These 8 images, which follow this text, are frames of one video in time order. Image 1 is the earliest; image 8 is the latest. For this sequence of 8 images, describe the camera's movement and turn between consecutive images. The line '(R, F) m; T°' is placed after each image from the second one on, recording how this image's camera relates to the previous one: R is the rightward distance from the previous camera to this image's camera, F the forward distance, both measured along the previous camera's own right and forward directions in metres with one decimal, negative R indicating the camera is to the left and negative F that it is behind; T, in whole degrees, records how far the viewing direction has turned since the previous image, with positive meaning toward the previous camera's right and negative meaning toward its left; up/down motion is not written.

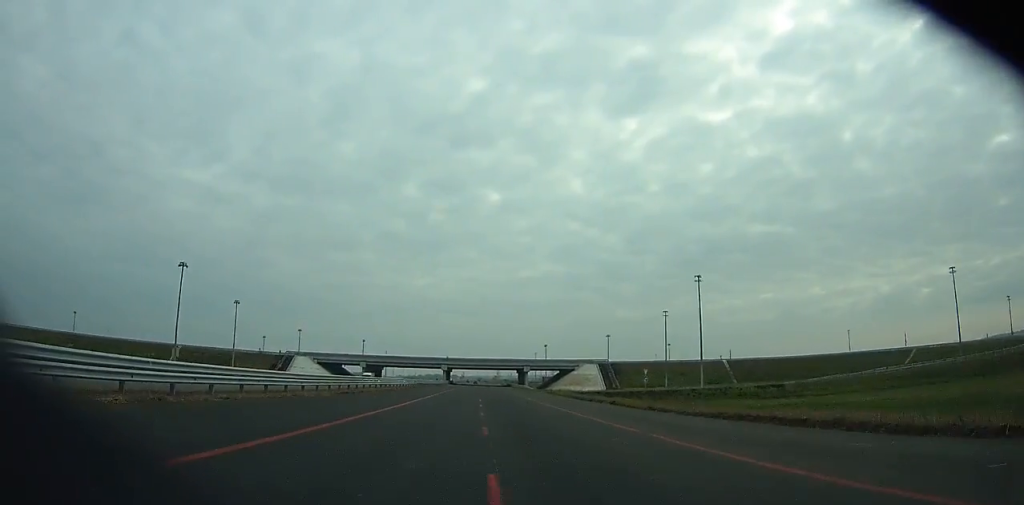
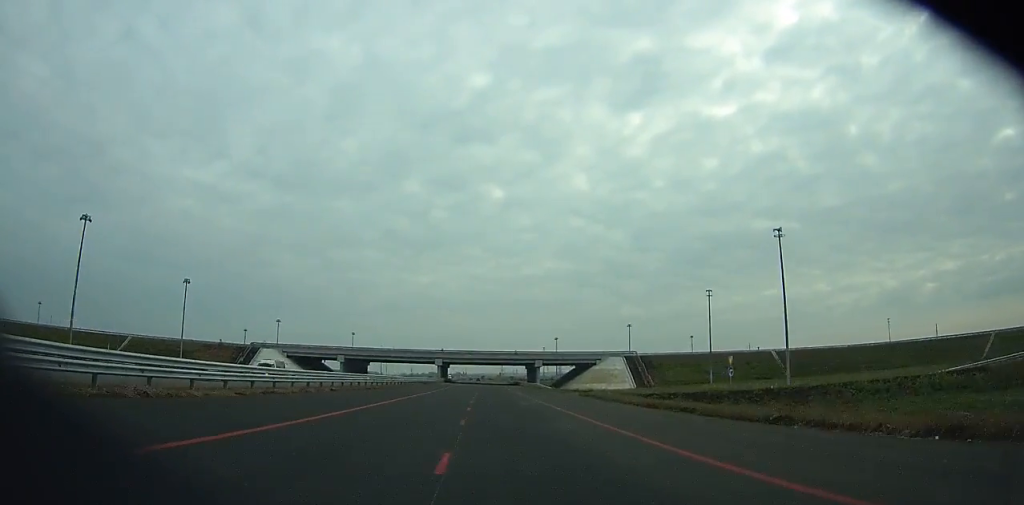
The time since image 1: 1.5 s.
(-0.5, +29.4) m; -2°
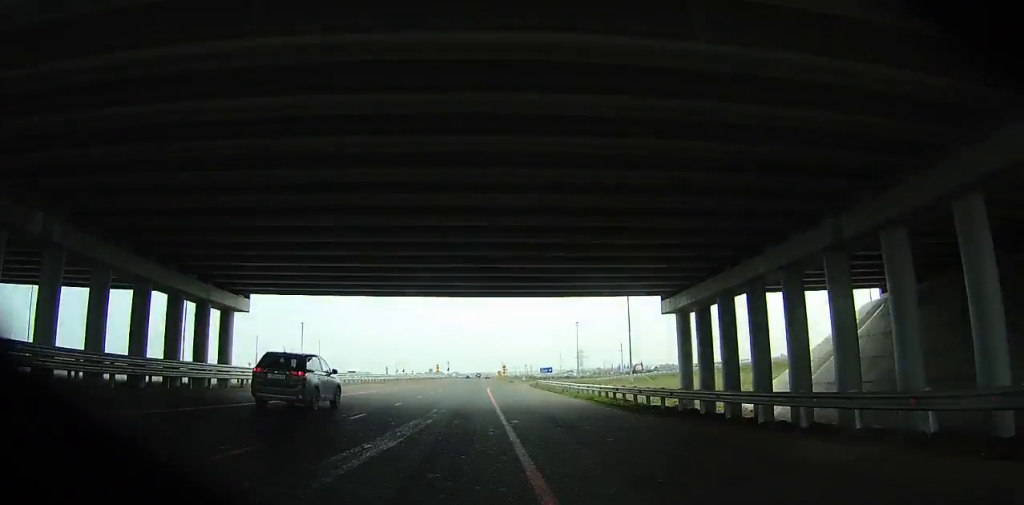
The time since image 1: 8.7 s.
(-2.5, +140.3) m; 0°
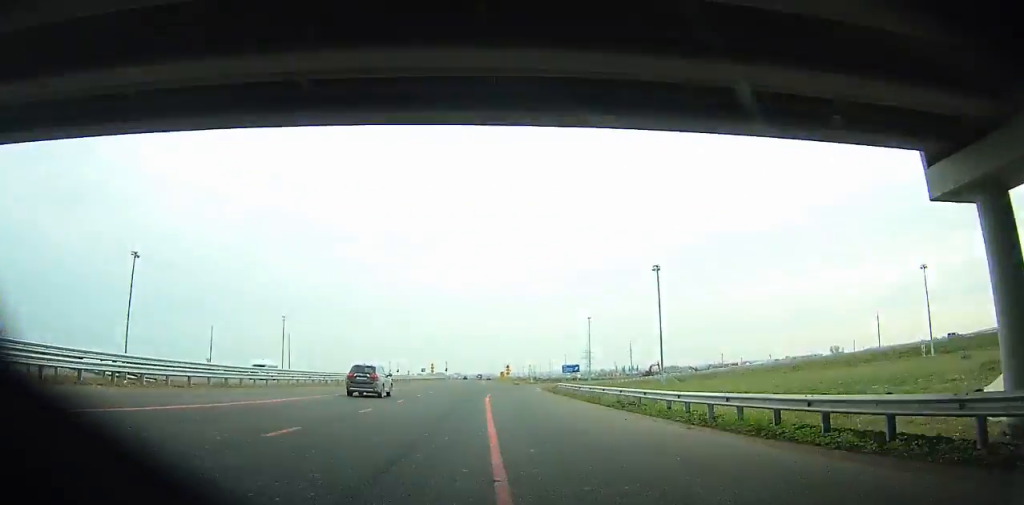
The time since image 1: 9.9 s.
(+0.1, +22.0) m; 0°
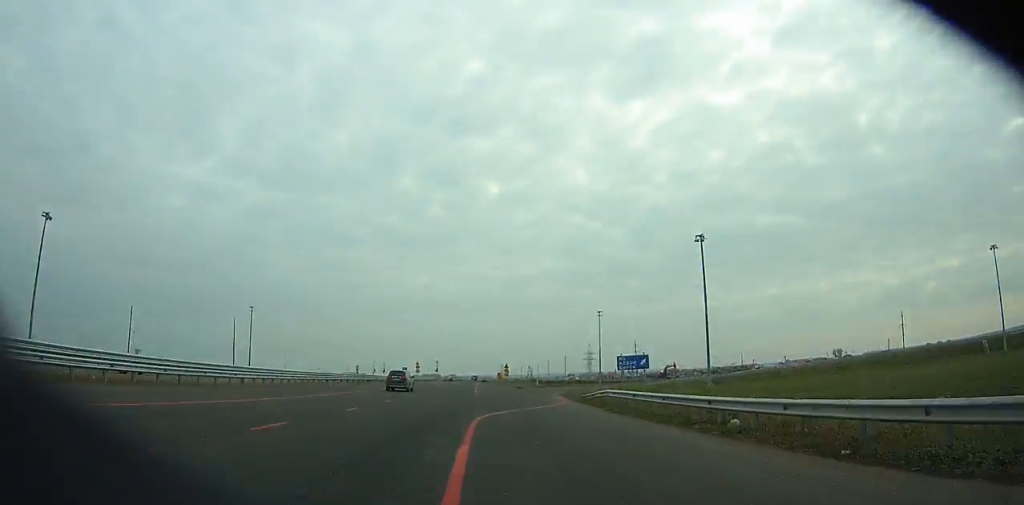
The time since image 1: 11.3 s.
(+0.1, +24.5) m; +1°
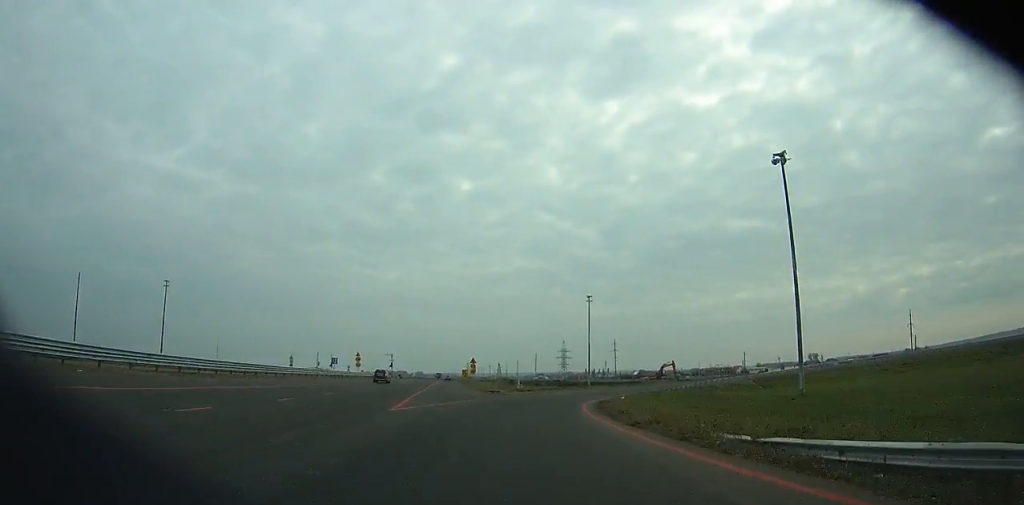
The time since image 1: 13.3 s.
(-0.3, +33.1) m; +2°
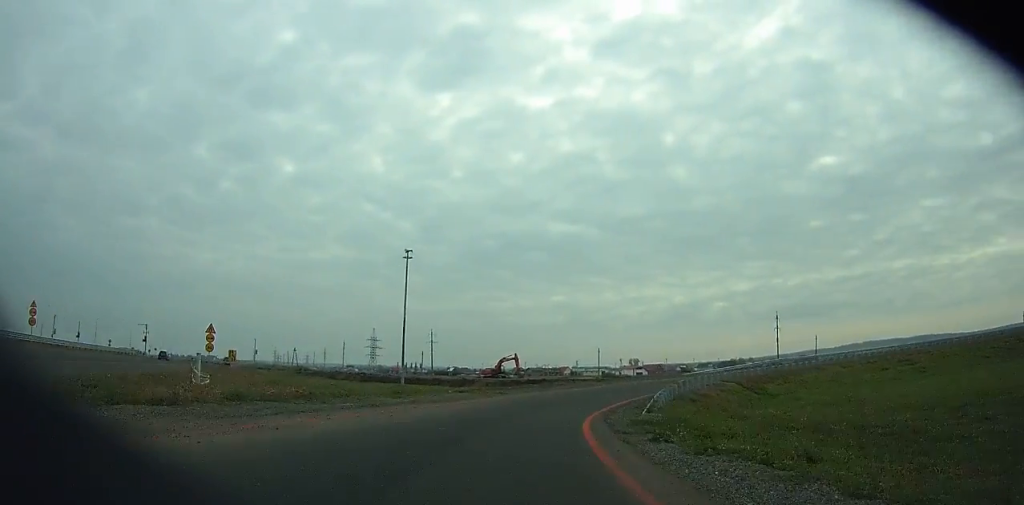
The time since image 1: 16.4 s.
(+2.4, +45.8) m; +13°
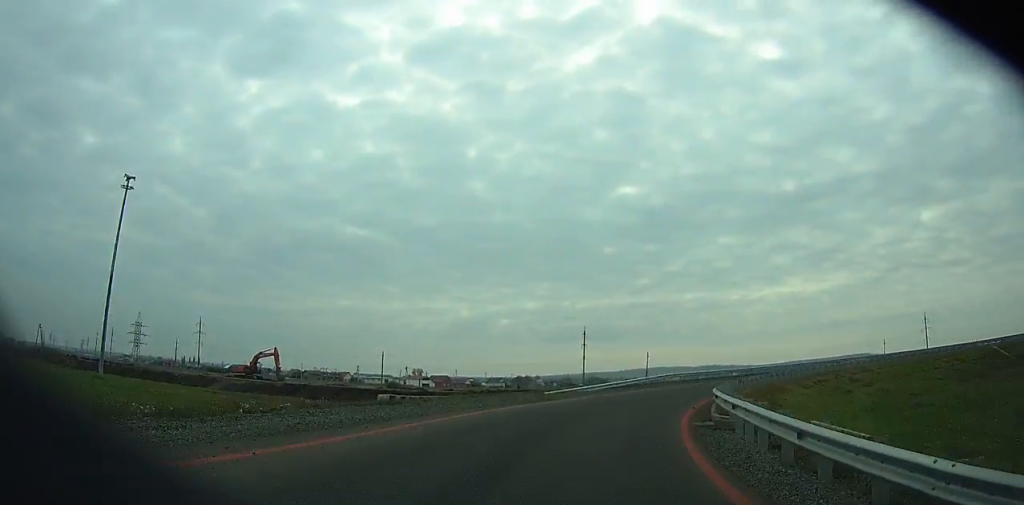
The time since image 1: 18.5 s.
(+4.8, +27.6) m; +19°
